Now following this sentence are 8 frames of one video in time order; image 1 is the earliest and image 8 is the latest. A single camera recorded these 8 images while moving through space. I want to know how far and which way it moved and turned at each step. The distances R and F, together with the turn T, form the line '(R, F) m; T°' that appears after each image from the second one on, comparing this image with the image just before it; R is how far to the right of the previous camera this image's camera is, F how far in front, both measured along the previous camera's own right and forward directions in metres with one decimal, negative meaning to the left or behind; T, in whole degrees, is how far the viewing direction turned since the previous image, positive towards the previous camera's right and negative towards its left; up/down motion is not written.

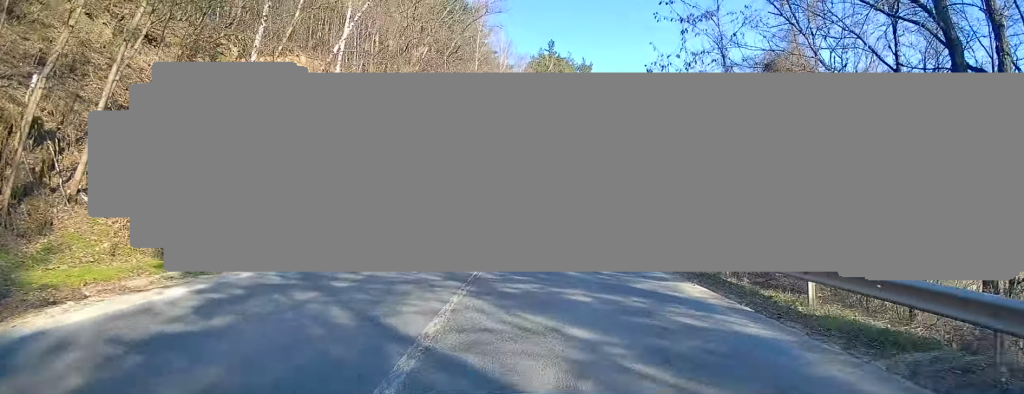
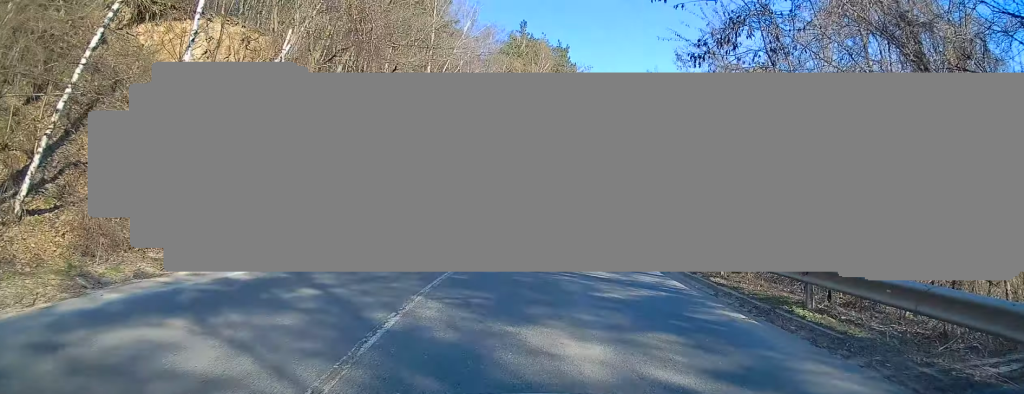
(+0.2, +8.8) m; +3°
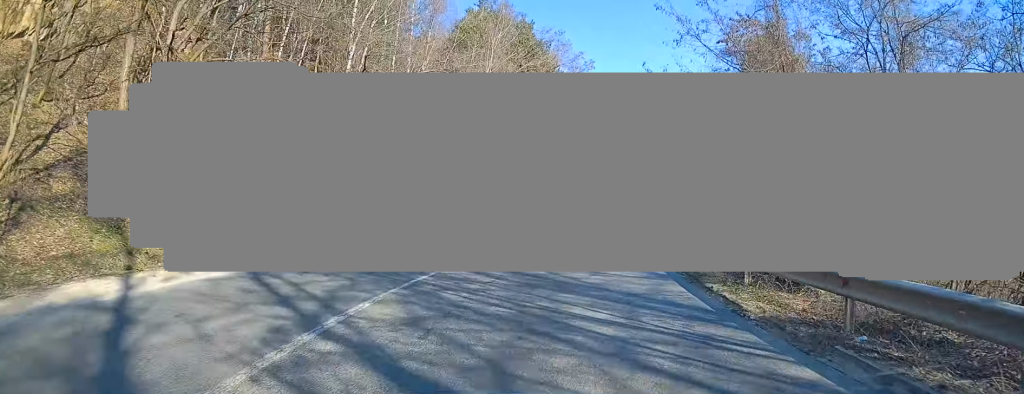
(+0.2, +9.7) m; +3°
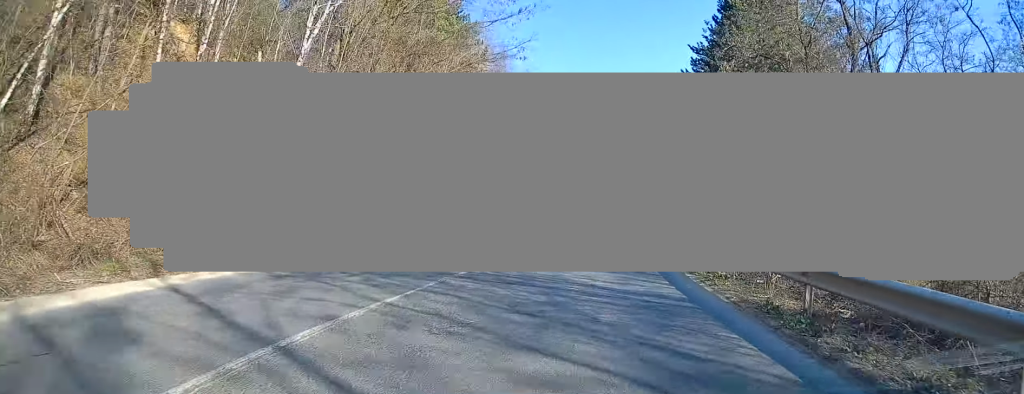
(+0.9, +15.1) m; +7°
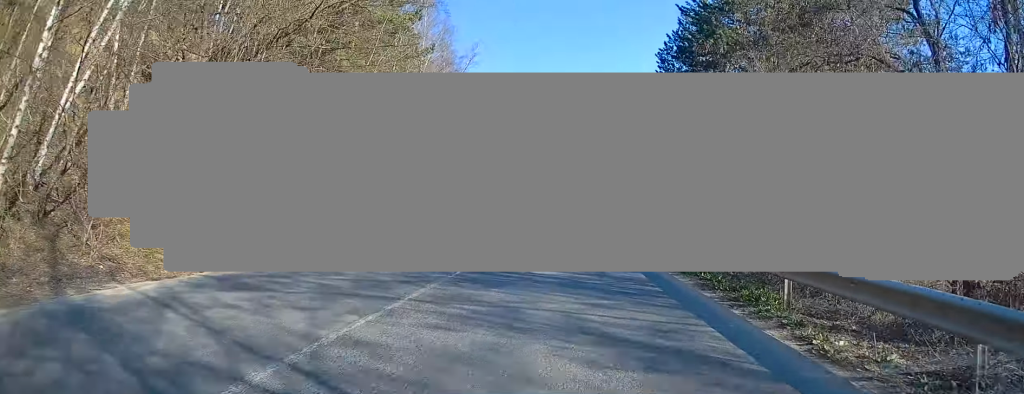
(+0.3, +7.8) m; +3°
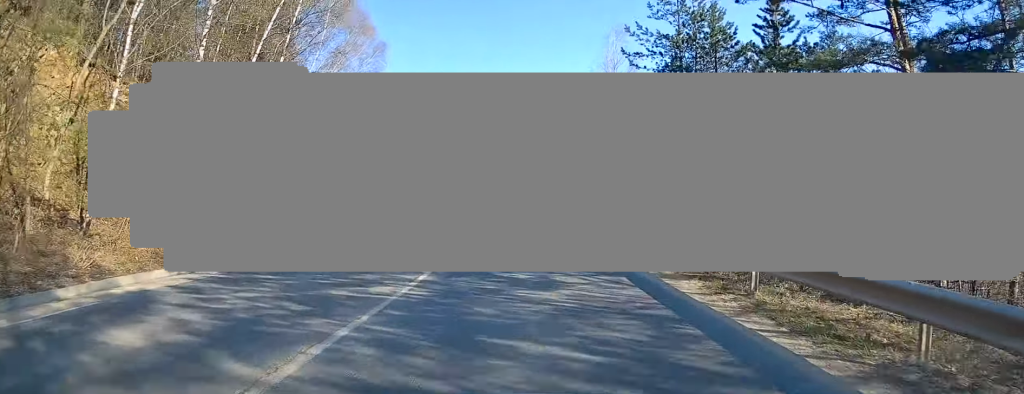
(+1.5, +23.9) m; +5°
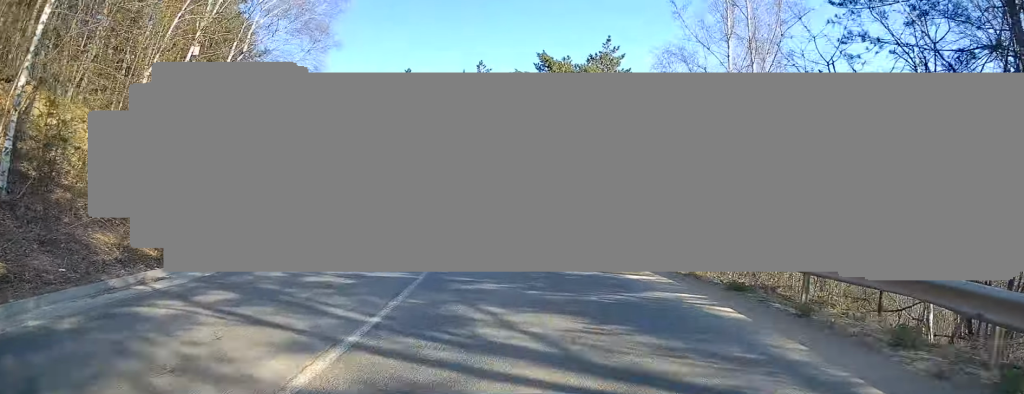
(0.0, +15.7) m; -5°
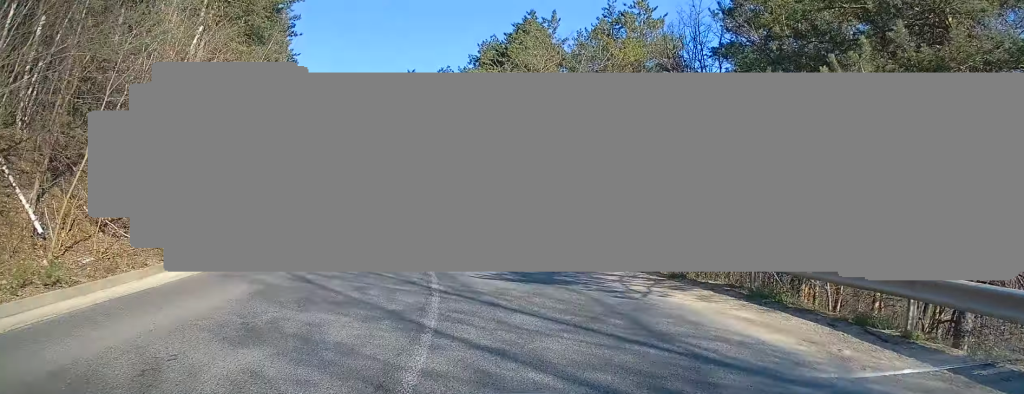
(-2.8, +20.5) m; -14°
